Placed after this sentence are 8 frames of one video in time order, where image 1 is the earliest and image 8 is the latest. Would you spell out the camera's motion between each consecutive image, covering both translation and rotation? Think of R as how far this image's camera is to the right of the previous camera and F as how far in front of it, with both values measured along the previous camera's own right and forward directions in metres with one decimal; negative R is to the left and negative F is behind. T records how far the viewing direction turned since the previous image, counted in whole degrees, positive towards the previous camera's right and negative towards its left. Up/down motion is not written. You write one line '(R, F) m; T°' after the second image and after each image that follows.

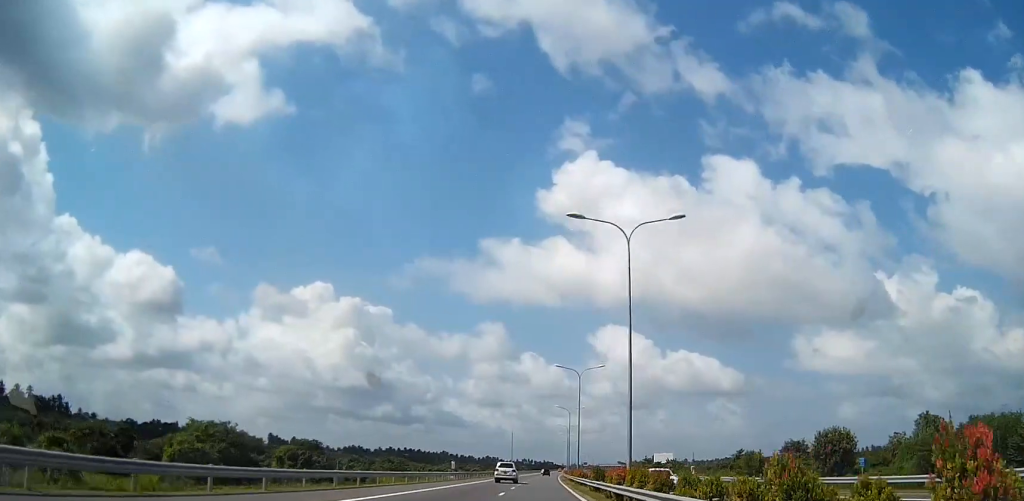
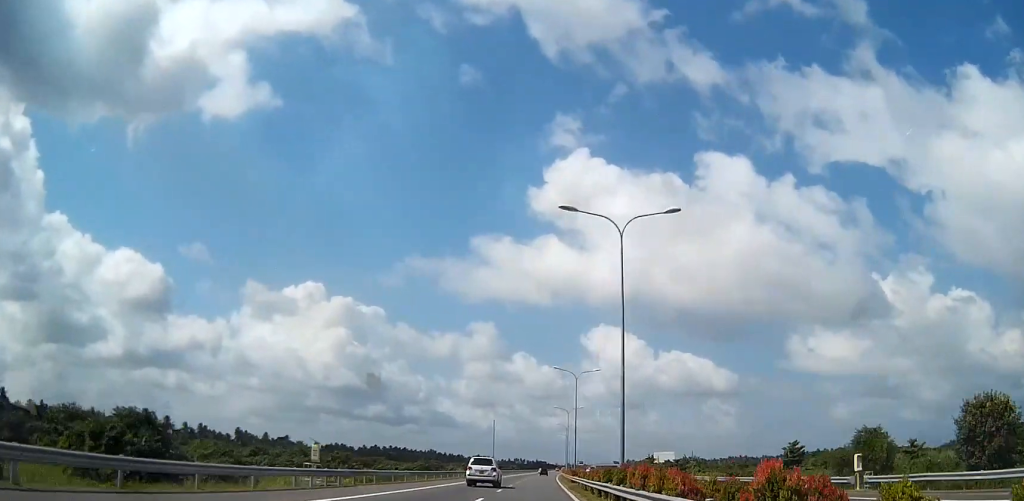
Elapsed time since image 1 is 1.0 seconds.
(+0.2, +43.9) m; +1°
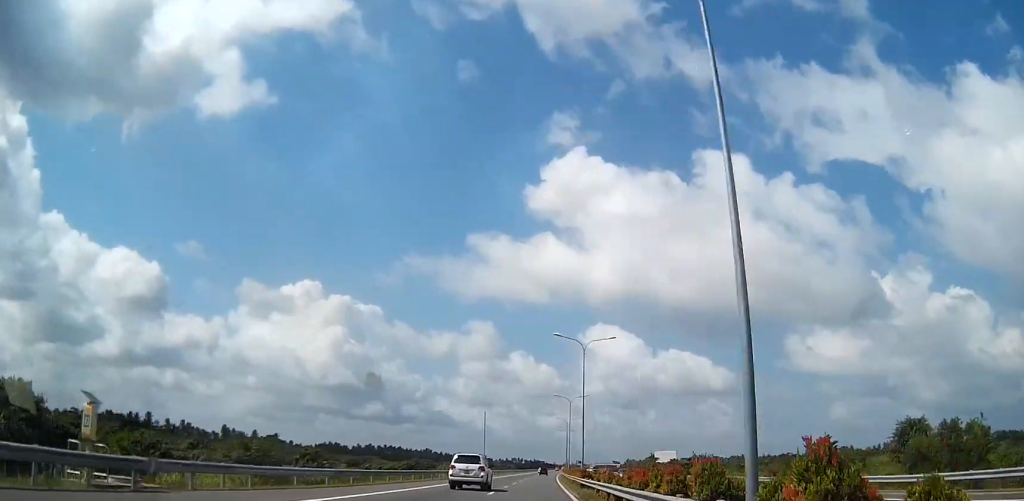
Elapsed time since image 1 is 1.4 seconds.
(+0.1, +17.1) m; 0°
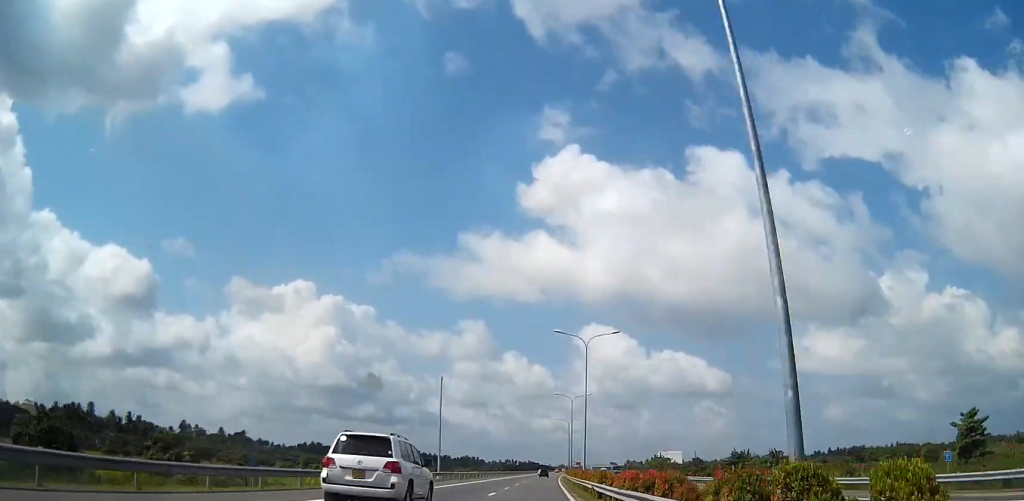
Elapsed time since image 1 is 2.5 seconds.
(+0.1, +47.1) m; +1°
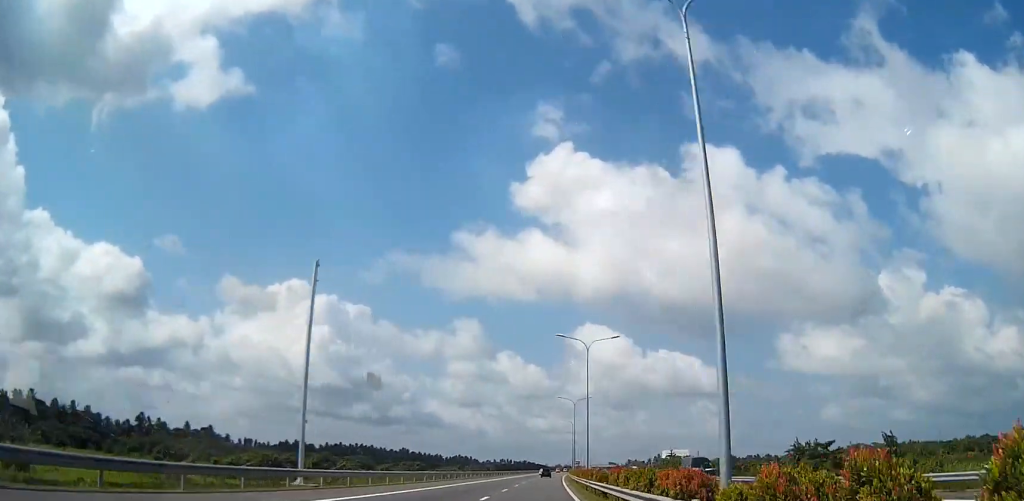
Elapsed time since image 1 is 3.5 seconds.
(+0.3, +41.6) m; 0°
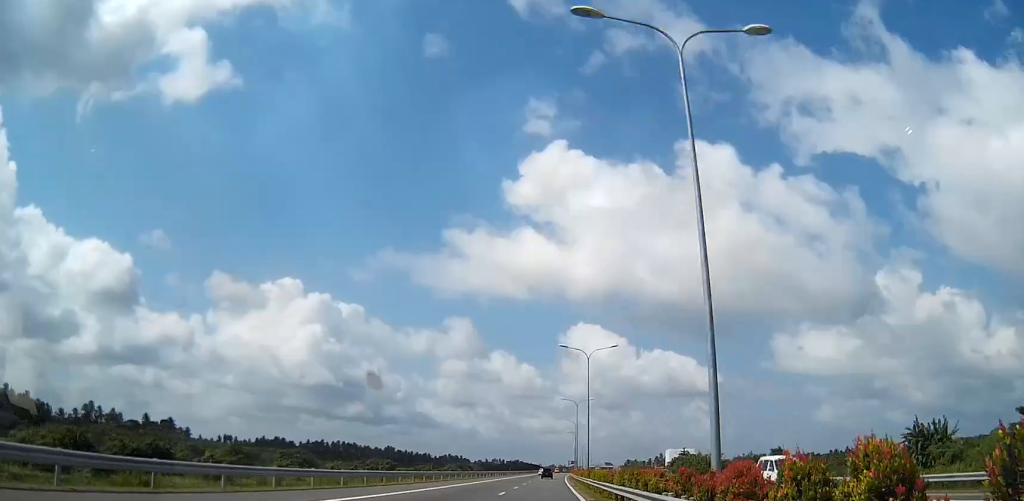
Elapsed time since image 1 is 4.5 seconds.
(-0.2, +41.8) m; 0°
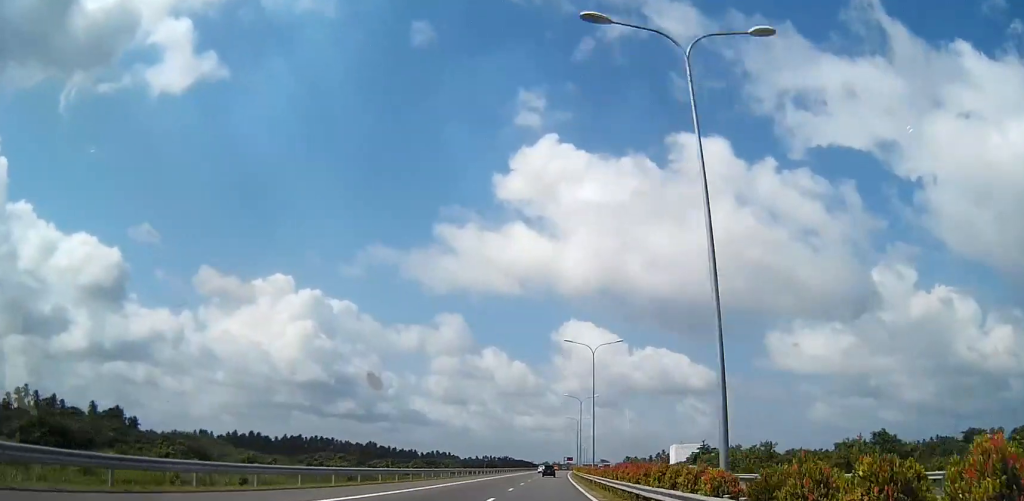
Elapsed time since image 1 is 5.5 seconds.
(+0.6, +46.3) m; +1°
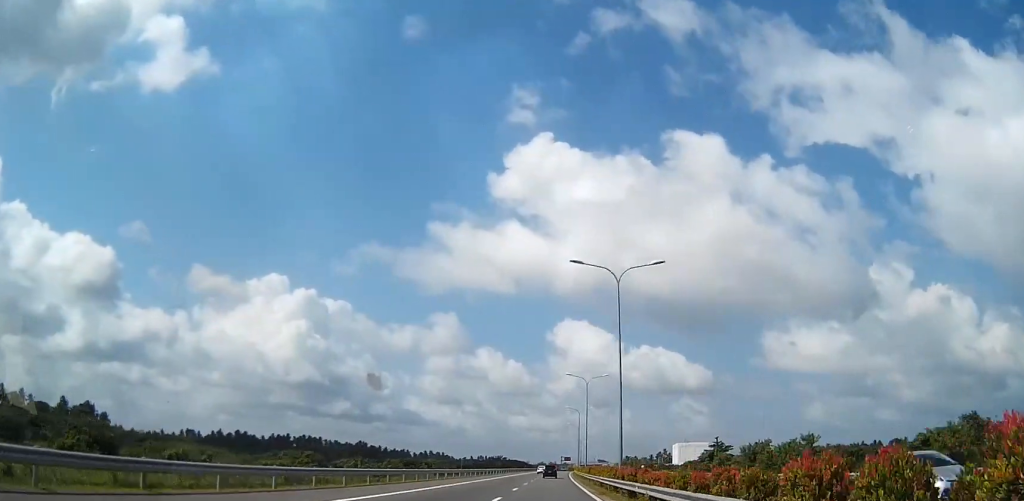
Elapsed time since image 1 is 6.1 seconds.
(0.0, +23.1) m; 0°
